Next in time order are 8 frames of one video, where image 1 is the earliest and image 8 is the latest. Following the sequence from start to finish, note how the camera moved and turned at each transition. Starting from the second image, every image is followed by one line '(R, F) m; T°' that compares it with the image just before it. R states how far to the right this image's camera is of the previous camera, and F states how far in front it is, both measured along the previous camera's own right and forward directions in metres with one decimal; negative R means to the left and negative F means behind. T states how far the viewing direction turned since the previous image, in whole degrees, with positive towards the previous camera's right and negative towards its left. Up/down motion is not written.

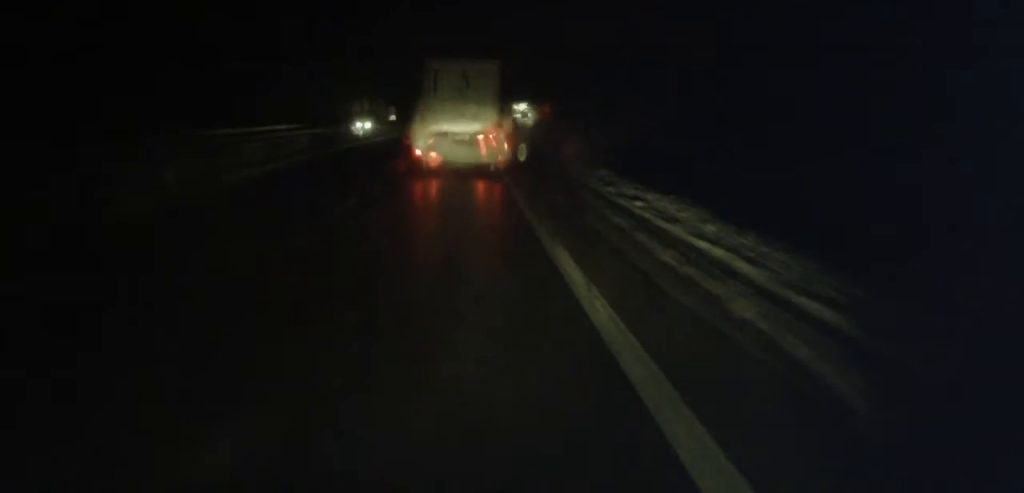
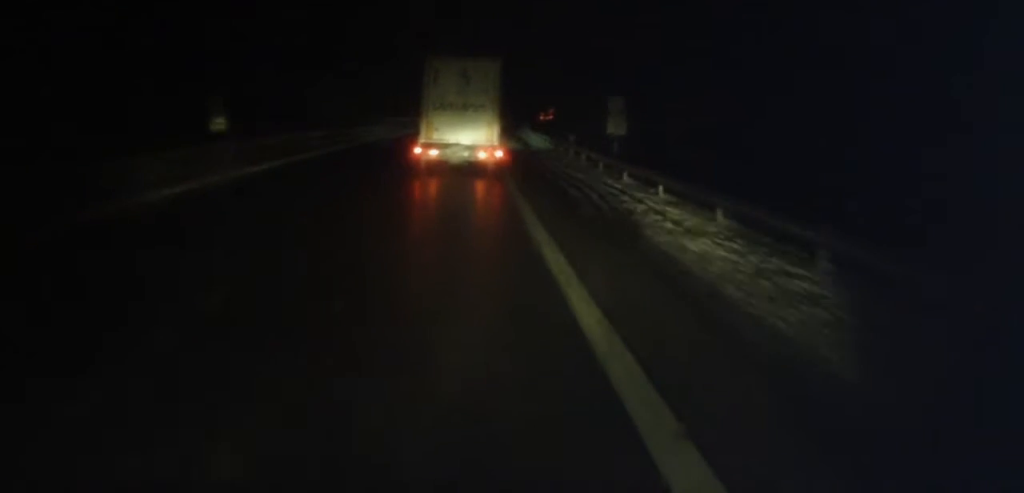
(+1.0, +43.6) m; +2°
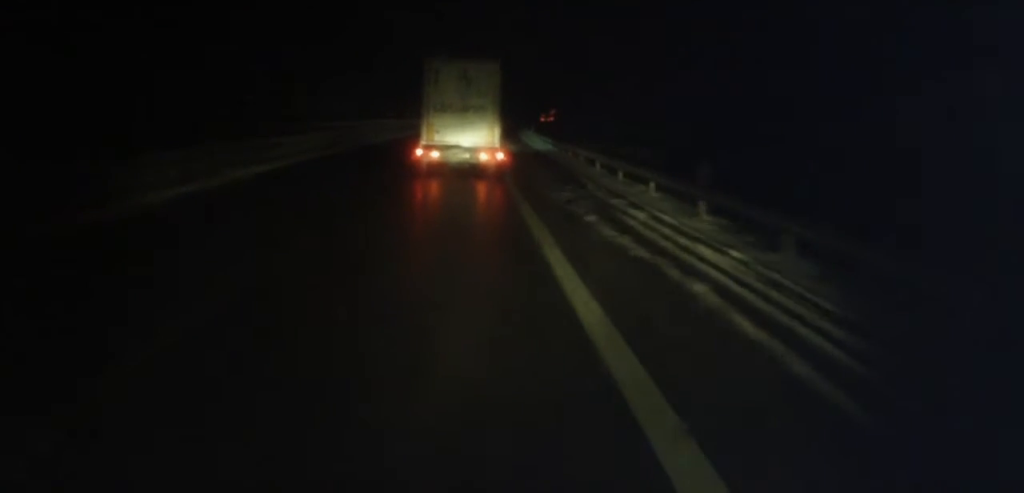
(+0.1, +18.7) m; +1°
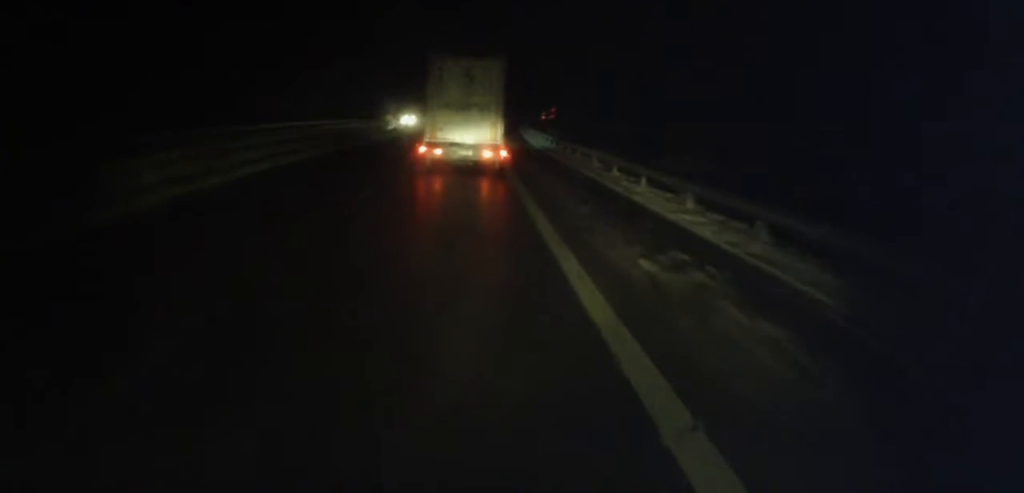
(+0.4, +18.7) m; +1°
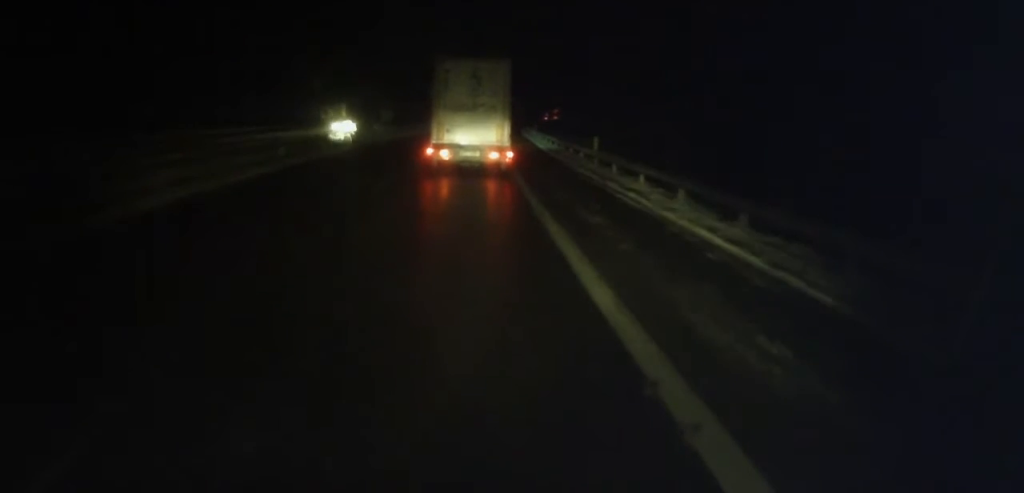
(0.0, +18.7) m; +1°
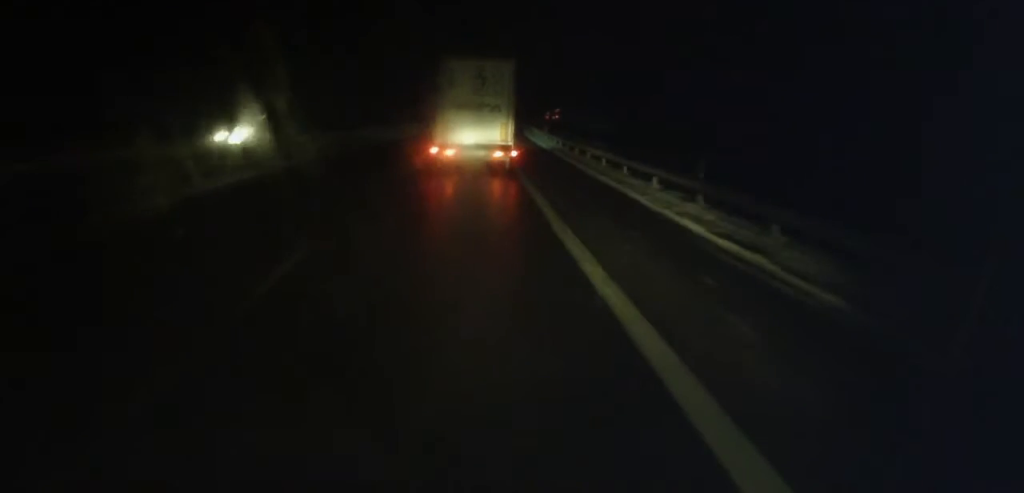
(+0.1, +13.0) m; 0°
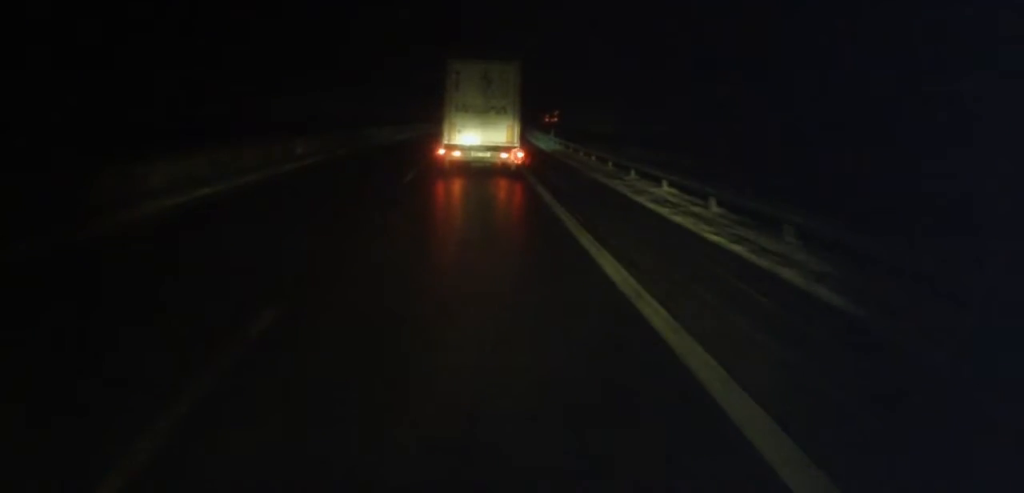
(+0.8, +56.1) m; +3°
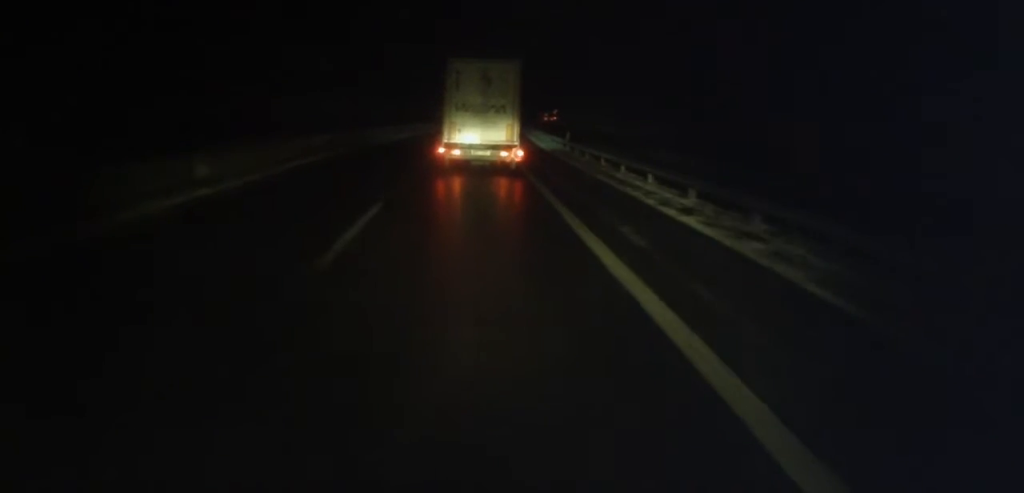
(+0.2, +10.5) m; +1°
